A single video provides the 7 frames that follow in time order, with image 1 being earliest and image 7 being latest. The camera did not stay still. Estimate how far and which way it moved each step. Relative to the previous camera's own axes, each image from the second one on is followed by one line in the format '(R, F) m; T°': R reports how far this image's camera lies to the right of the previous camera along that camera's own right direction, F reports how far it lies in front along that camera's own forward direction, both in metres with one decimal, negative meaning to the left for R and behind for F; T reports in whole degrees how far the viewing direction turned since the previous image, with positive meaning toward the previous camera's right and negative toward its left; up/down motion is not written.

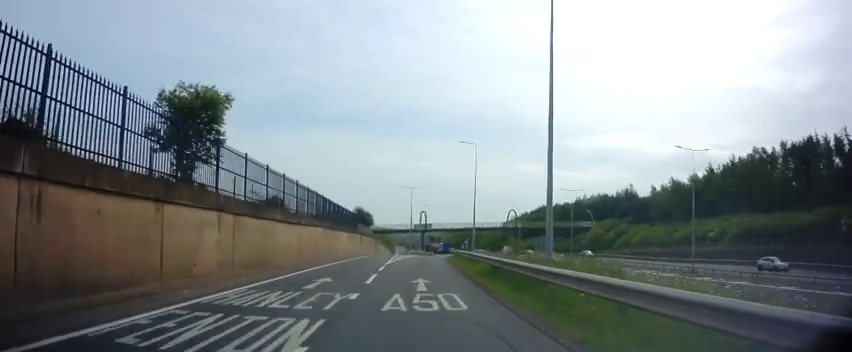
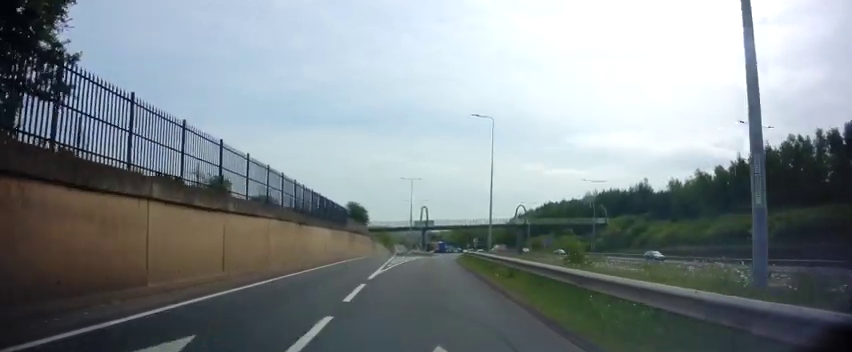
(+0.1, +10.6) m; +1°
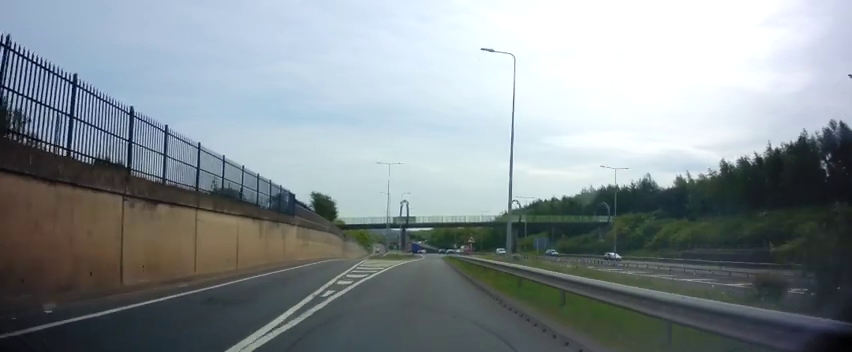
(+0.1, +14.5) m; 0°
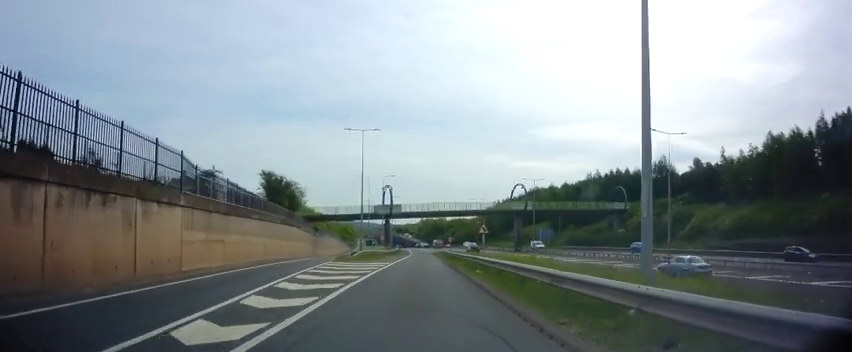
(+0.2, +16.2) m; +2°
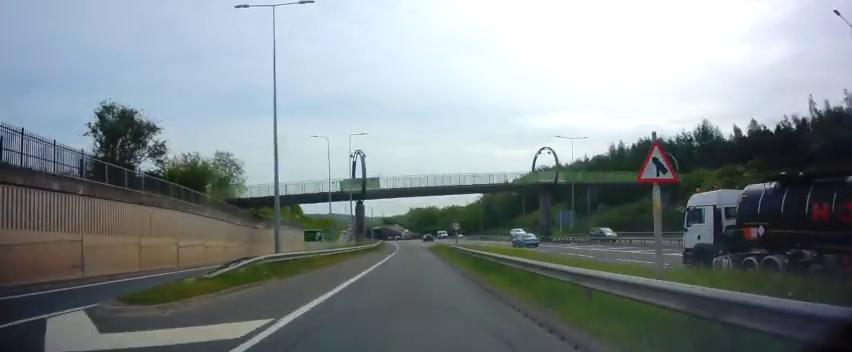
(+1.1, +25.1) m; +3°
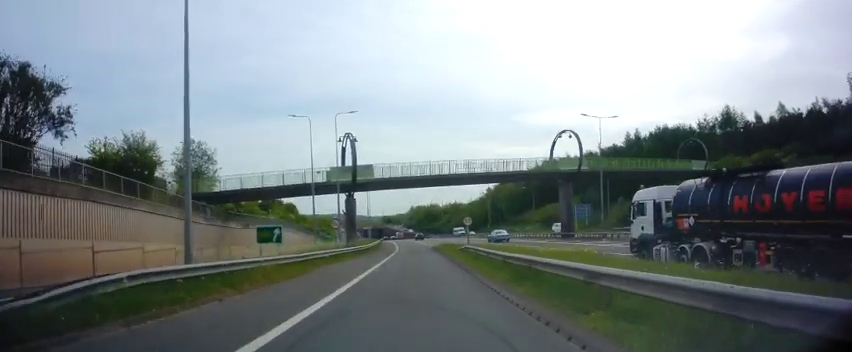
(-0.2, +8.5) m; -1°
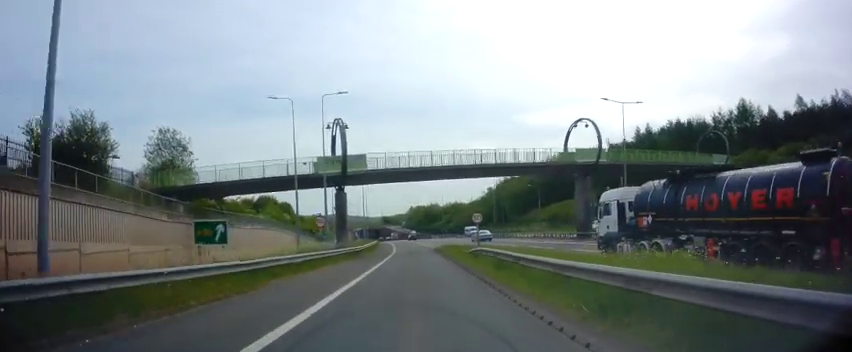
(-0.1, +5.5) m; -1°
